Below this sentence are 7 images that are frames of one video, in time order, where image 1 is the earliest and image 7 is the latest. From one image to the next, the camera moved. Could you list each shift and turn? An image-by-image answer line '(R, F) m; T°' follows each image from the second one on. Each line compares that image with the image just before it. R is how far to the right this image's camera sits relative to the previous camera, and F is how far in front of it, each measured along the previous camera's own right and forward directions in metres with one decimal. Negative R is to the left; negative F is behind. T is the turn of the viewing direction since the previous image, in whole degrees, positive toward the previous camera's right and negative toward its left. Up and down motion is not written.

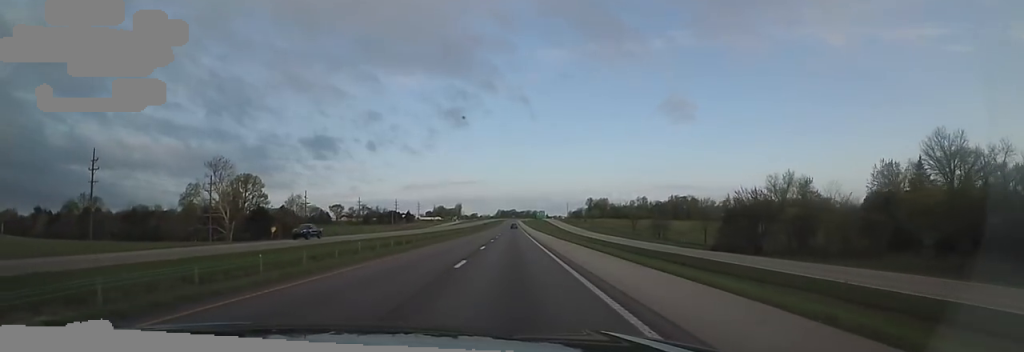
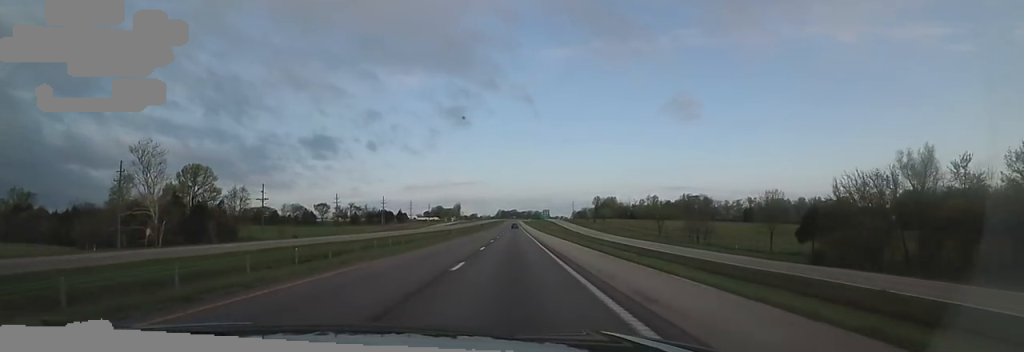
(-0.1, +25.6) m; 0°
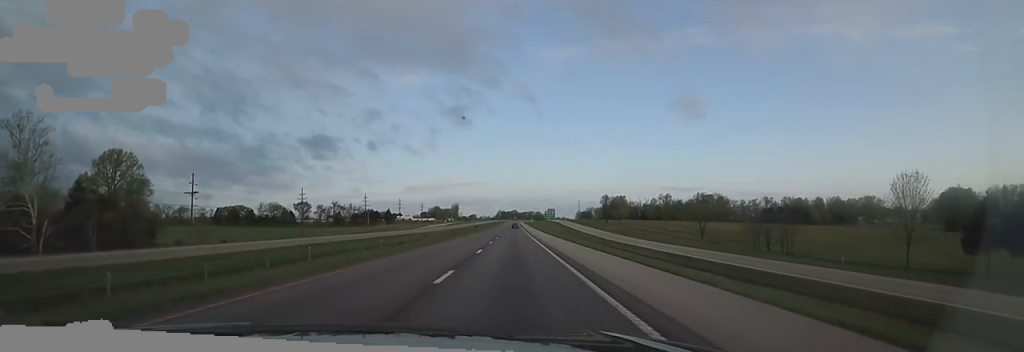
(-0.2, +29.5) m; 0°
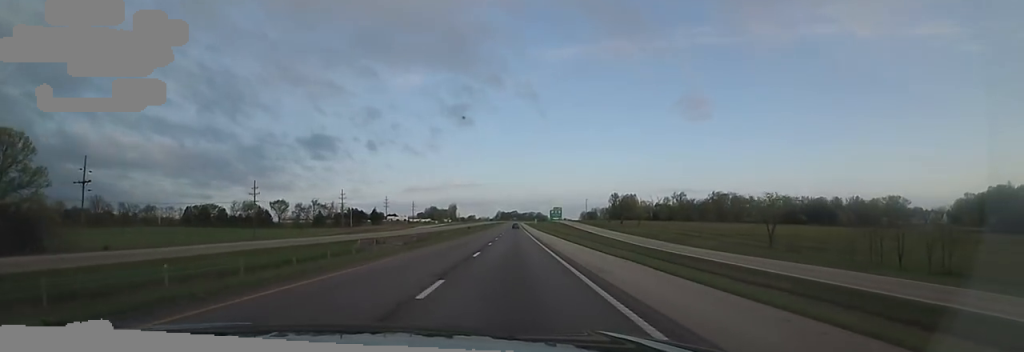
(-0.1, +27.6) m; +1°
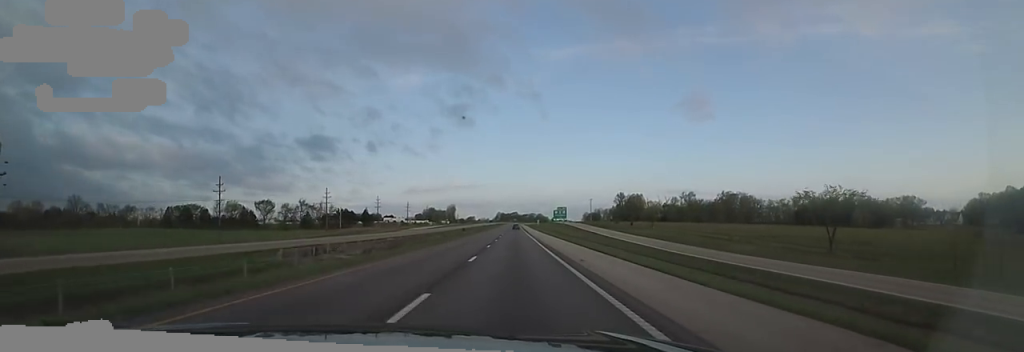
(+0.2, +15.0) m; 0°
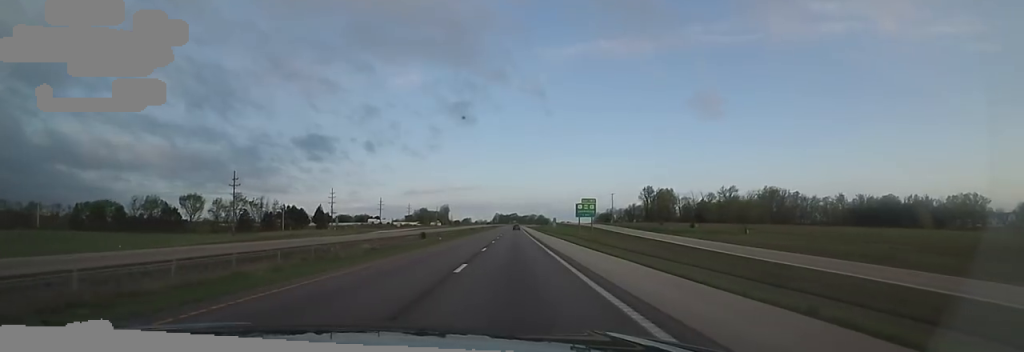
(+0.2, +53.9) m; 0°
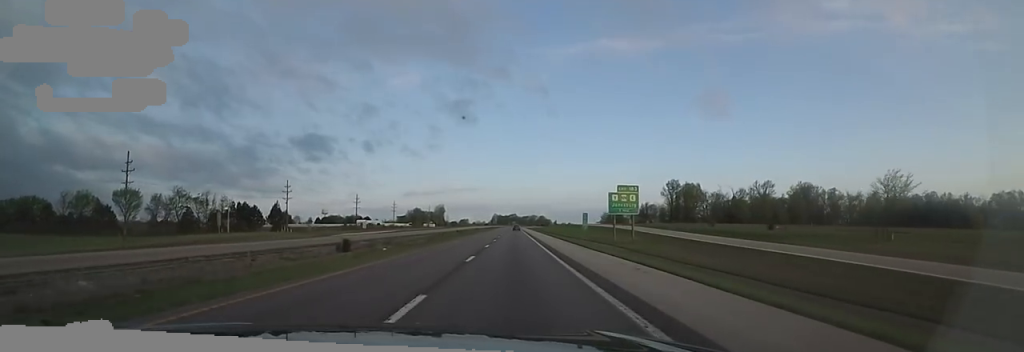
(-0.2, +31.1) m; -1°
